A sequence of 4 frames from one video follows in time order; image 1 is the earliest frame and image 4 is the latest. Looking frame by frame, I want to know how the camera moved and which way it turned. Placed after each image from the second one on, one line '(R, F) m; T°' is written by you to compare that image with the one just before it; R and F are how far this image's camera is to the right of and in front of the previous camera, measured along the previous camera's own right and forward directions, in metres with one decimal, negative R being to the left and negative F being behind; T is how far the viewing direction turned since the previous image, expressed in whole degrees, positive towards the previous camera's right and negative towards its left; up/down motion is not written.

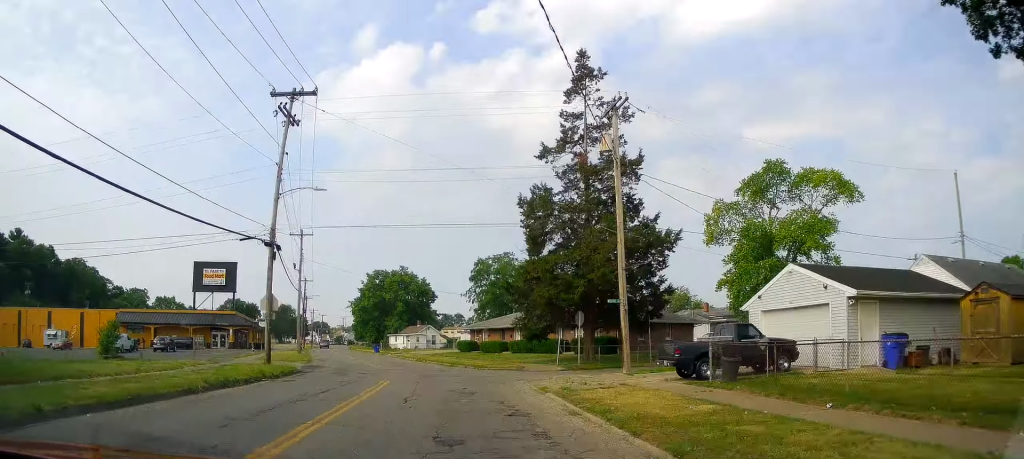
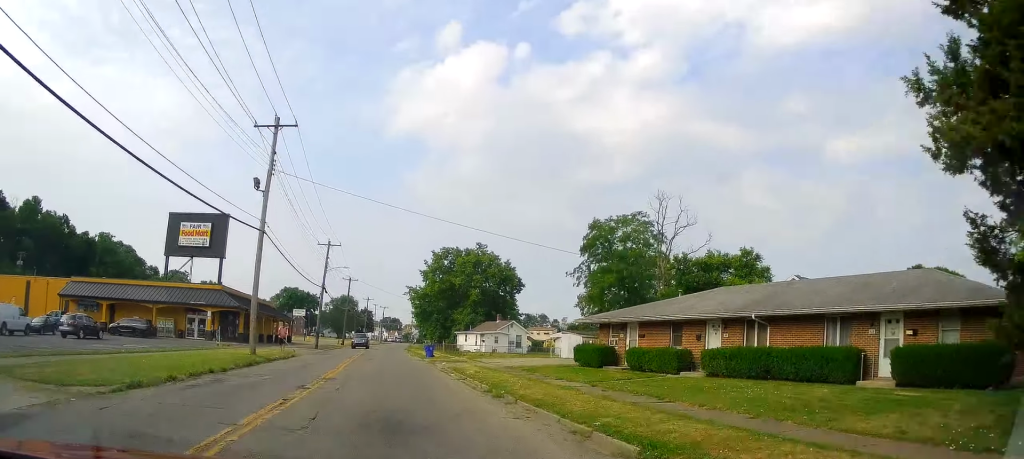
(-1.5, +29.7) m; -7°
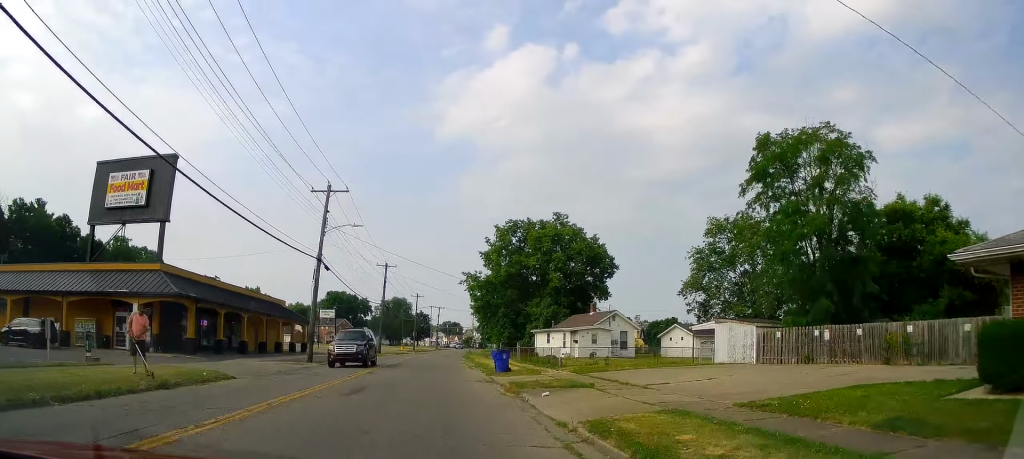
(-1.8, +22.9) m; -6°
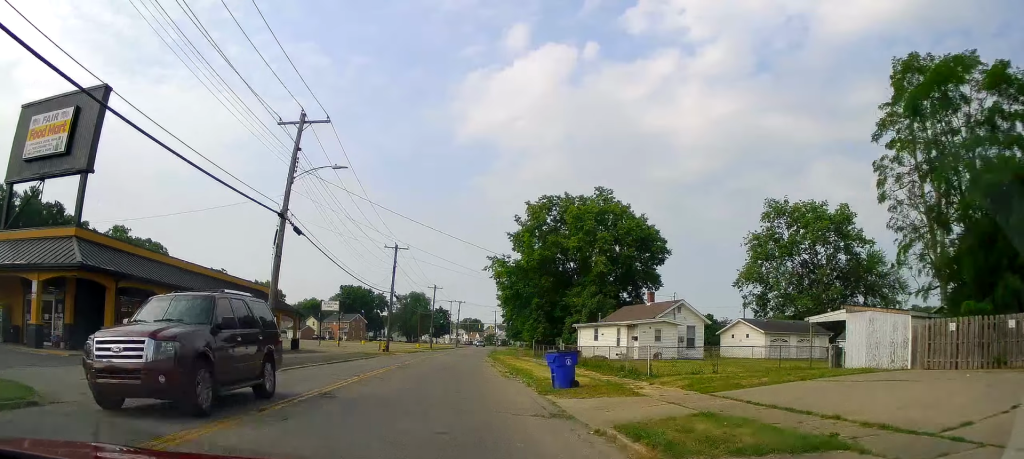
(-0.1, +11.4) m; 0°
